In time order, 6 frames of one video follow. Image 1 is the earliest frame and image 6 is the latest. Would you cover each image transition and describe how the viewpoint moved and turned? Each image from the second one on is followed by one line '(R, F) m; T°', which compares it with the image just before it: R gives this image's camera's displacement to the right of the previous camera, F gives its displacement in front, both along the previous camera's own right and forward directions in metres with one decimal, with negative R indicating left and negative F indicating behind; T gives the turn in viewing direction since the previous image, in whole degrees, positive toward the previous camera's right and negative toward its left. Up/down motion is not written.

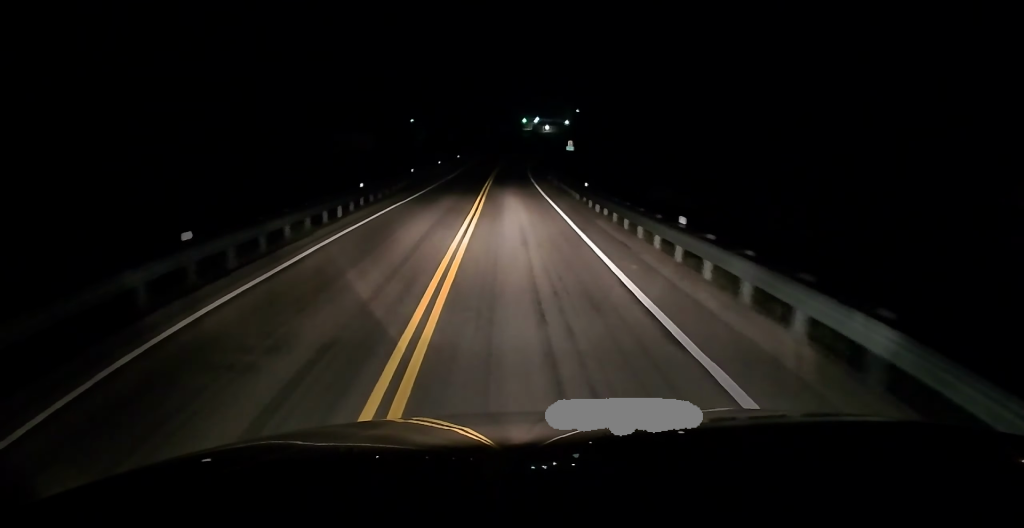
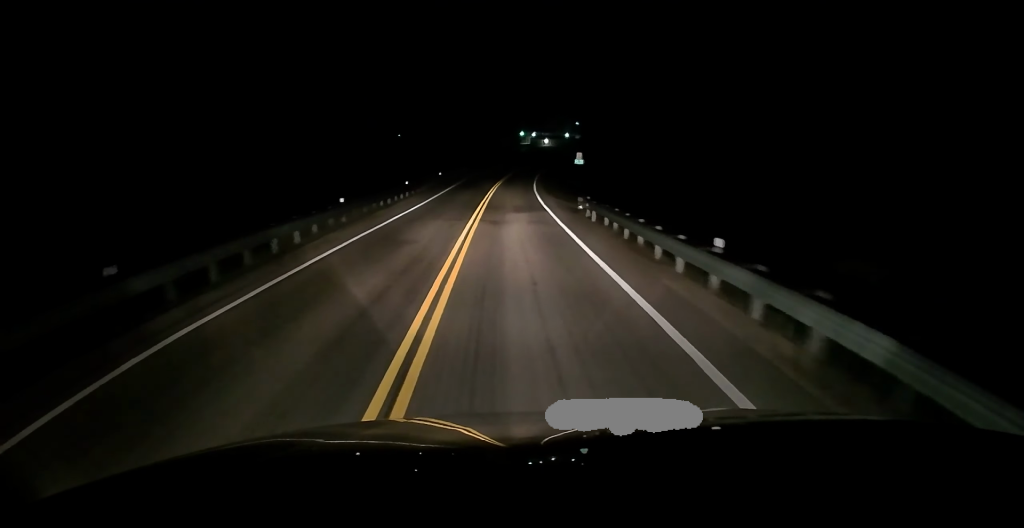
(0.0, +16.2) m; -1°
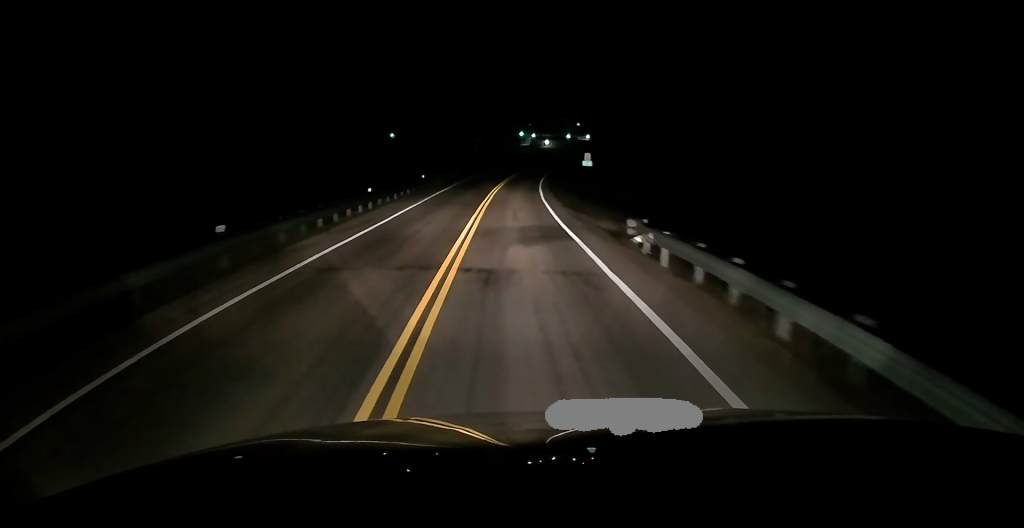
(-0.3, +9.9) m; -1°
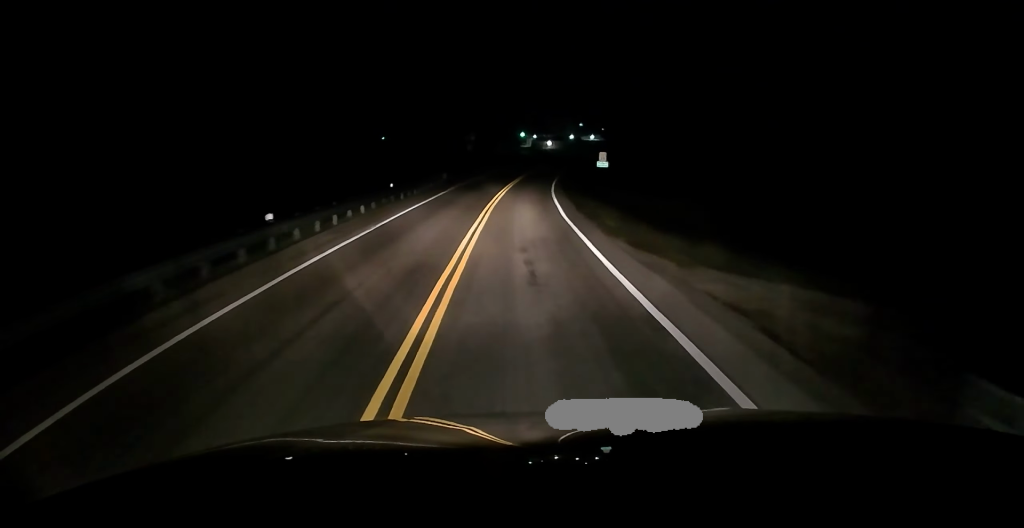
(+0.3, +12.2) m; 0°
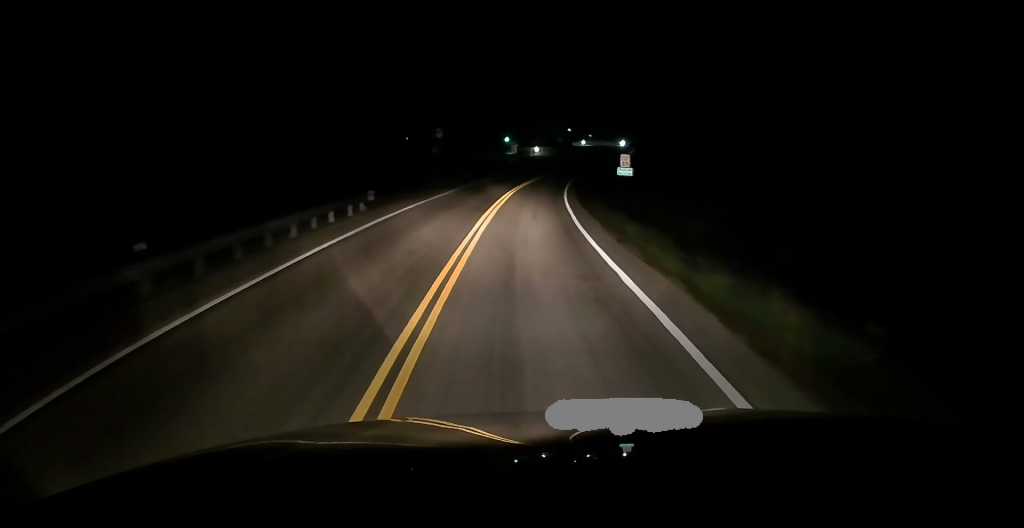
(-0.4, +20.9) m; 0°
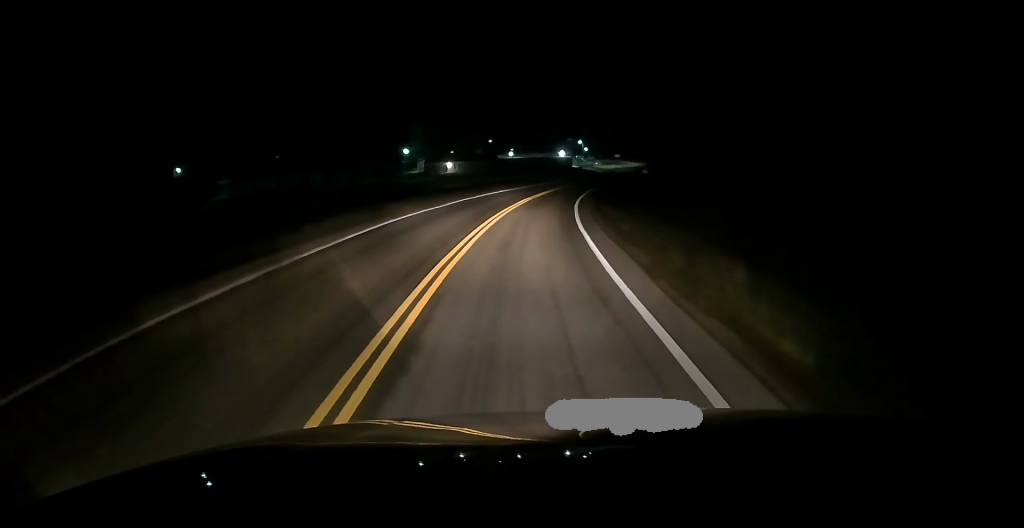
(+2.8, +50.0) m; +7°
